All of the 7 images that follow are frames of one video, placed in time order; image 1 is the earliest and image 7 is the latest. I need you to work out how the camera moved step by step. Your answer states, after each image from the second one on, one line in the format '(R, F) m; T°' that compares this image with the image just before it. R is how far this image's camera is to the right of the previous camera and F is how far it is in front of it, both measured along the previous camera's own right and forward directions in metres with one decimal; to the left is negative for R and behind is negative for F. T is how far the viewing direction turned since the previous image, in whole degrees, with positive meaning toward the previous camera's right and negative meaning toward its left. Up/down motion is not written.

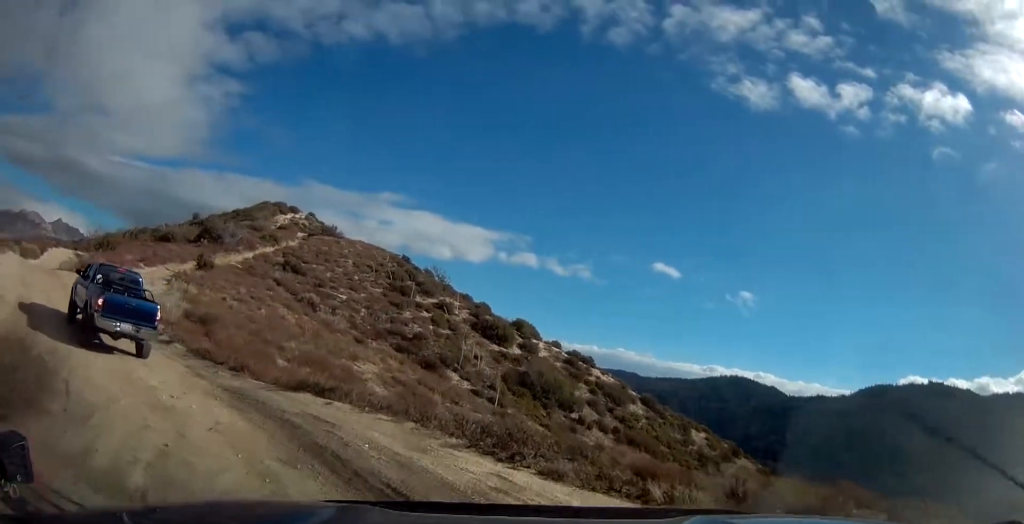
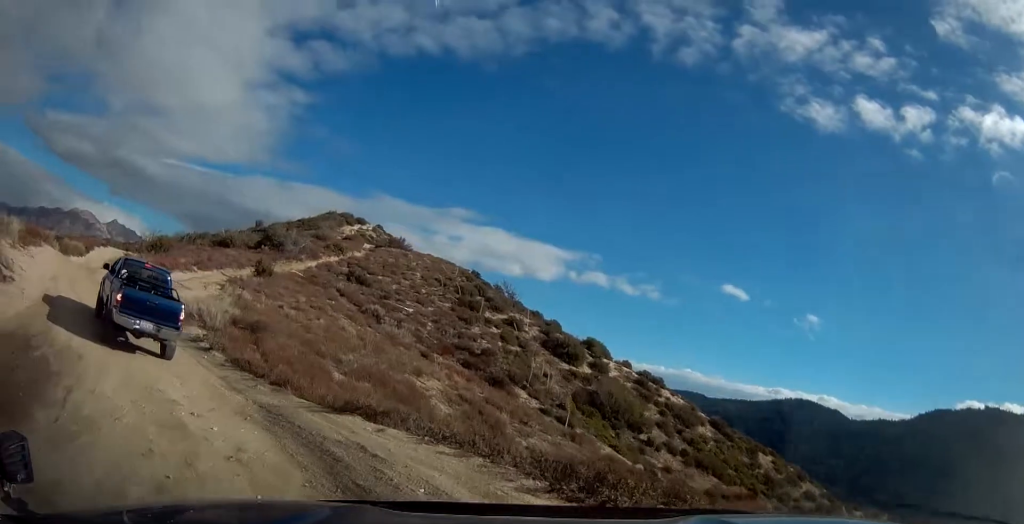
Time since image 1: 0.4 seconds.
(0.0, +1.4) m; -4°
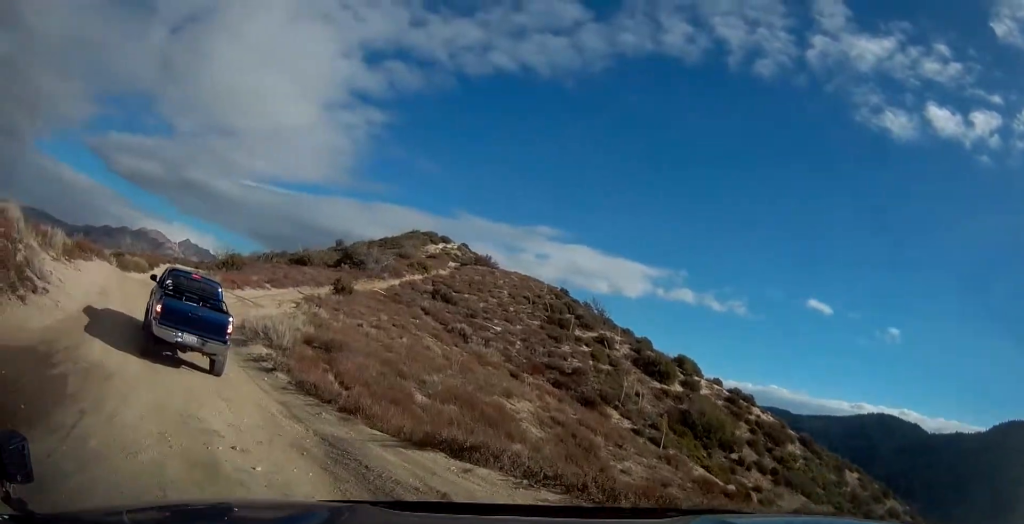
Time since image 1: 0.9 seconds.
(-0.1, +1.4) m; -7°
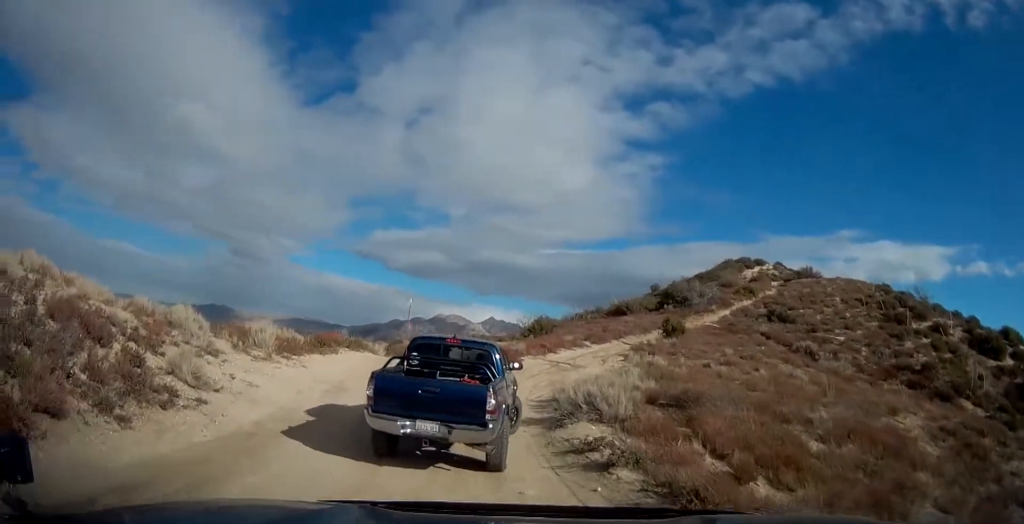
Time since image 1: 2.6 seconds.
(-1.4, +5.0) m; -33°
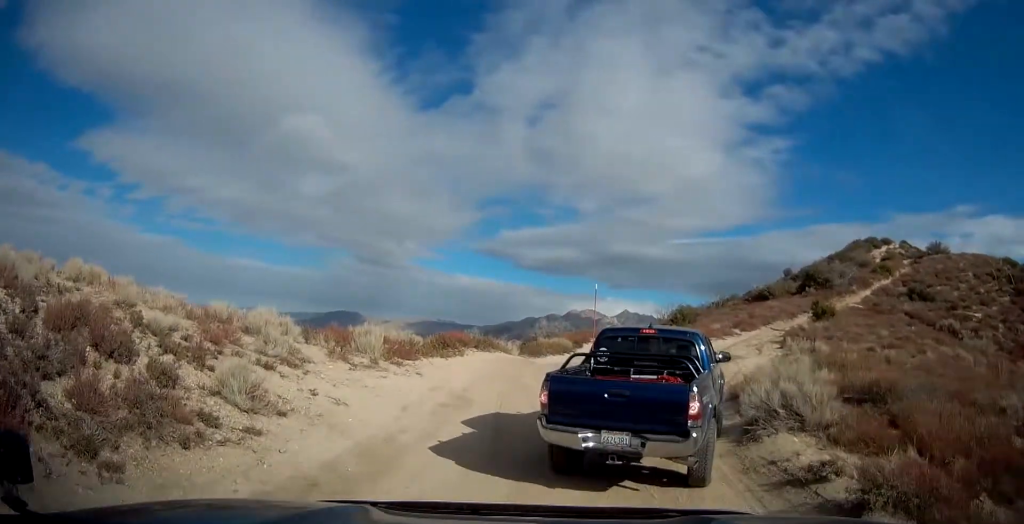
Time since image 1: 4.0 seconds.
(-0.7, +3.0) m; -18°
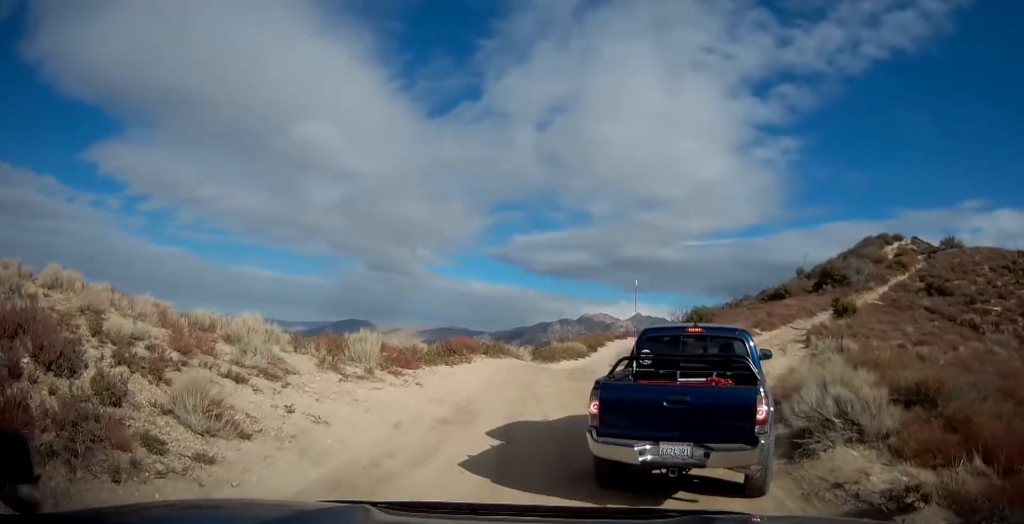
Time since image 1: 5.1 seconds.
(-0.2, +1.3) m; 0°
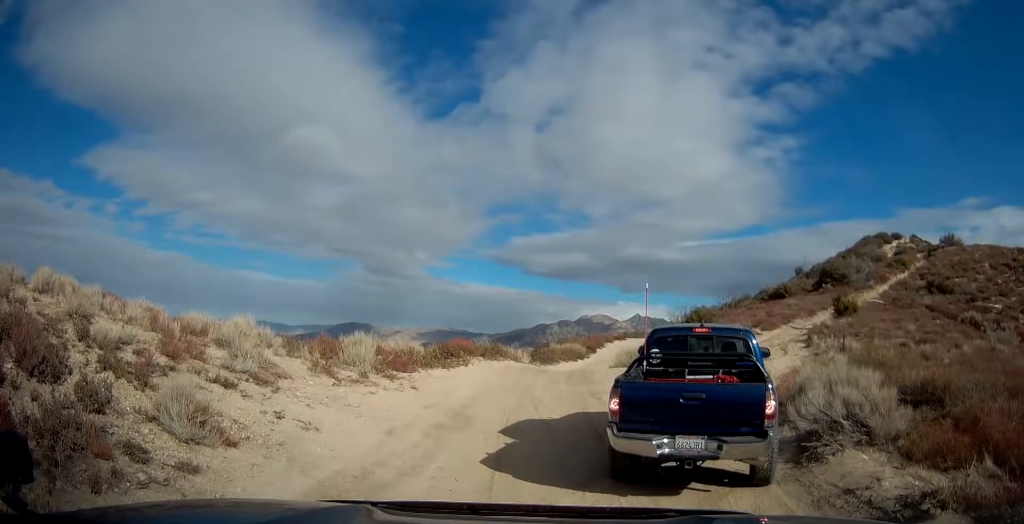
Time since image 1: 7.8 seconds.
(-0.2, +0.9) m; 0°
